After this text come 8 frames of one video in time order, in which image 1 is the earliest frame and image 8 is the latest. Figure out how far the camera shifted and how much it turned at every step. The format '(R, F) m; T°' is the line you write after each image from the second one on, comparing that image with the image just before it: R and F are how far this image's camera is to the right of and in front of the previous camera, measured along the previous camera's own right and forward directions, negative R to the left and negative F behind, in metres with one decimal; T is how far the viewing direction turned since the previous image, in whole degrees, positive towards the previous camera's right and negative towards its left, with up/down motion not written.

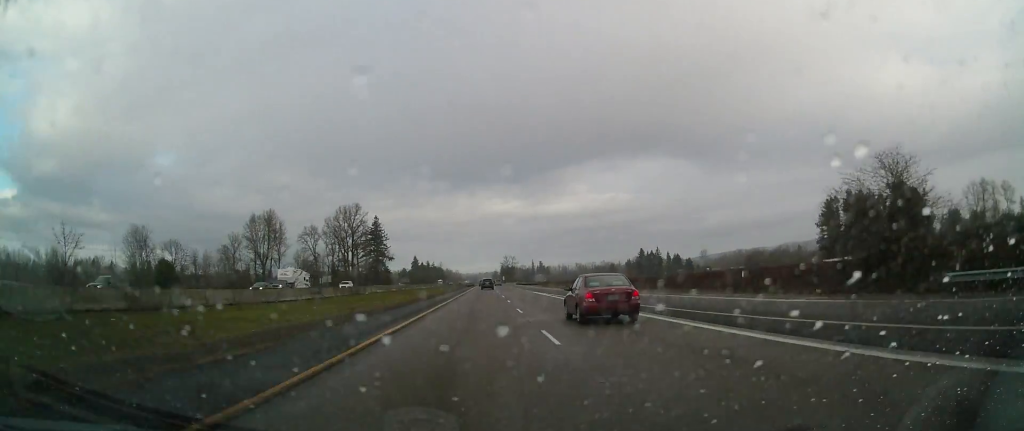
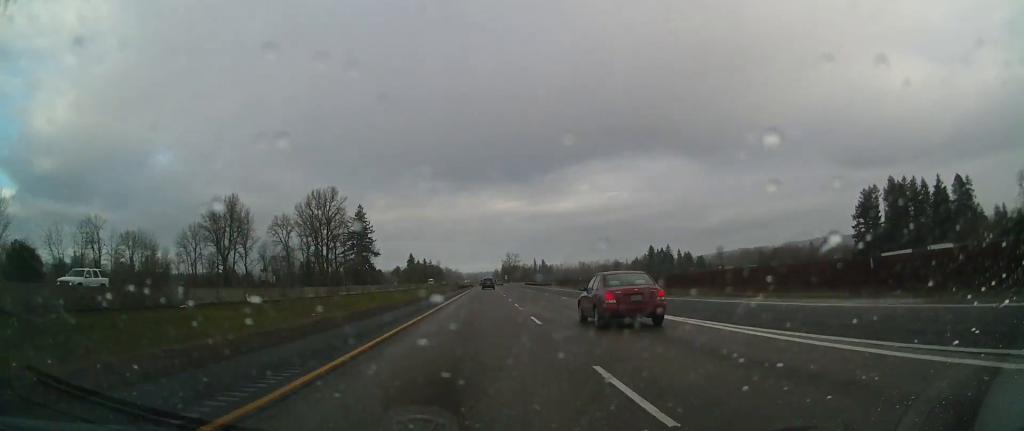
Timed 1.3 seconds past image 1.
(+0.3, +44.8) m; 0°
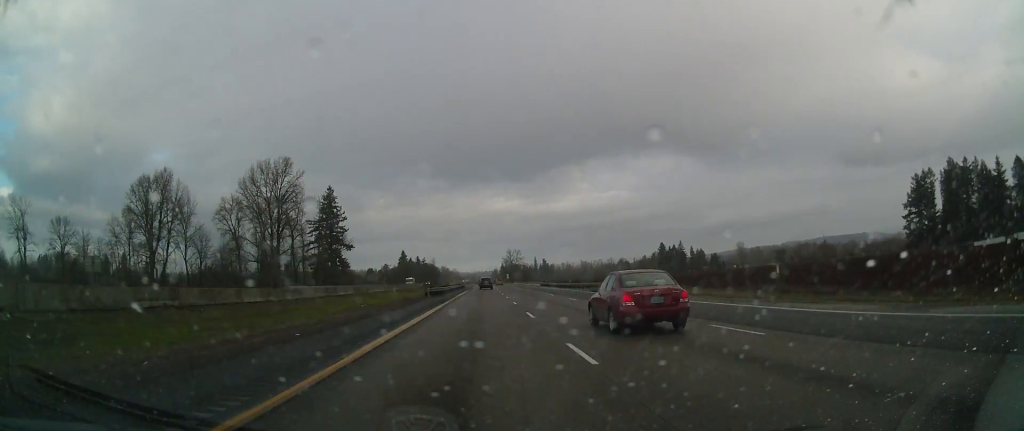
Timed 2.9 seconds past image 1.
(-0.9, +55.4) m; -1°
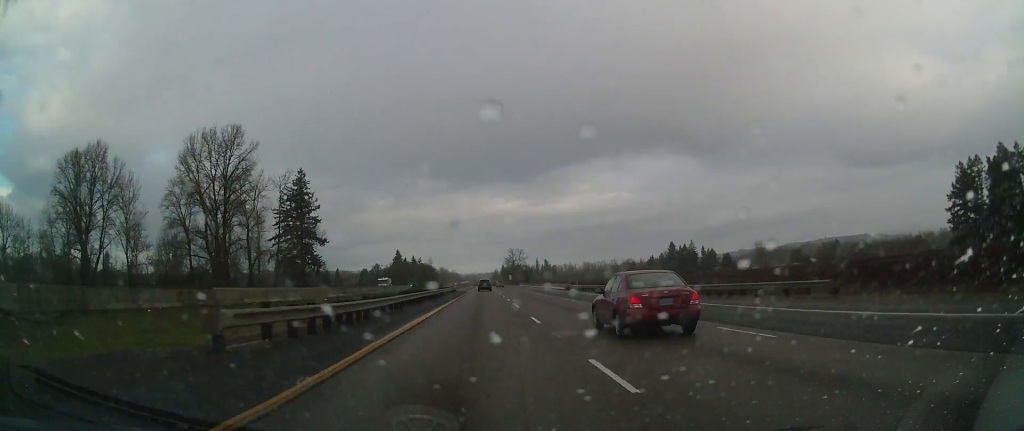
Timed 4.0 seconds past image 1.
(+0.4, +38.9) m; +1°
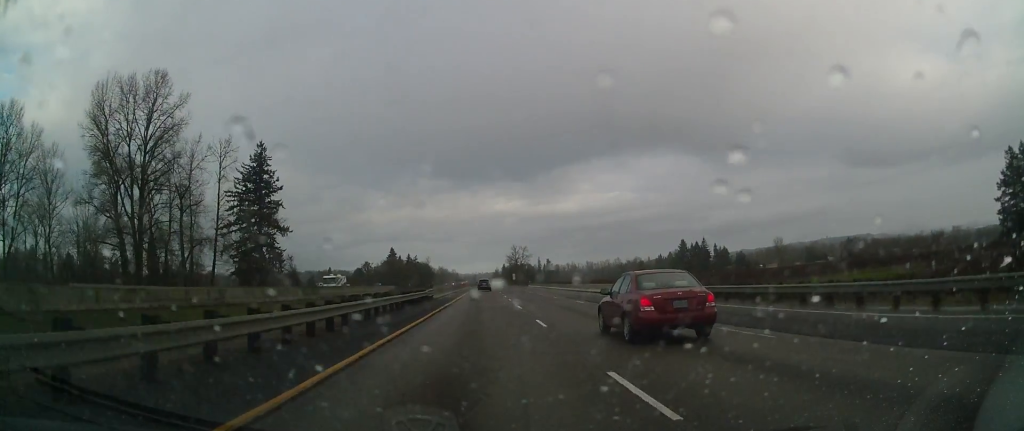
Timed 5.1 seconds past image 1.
(0.0, +37.5) m; 0°
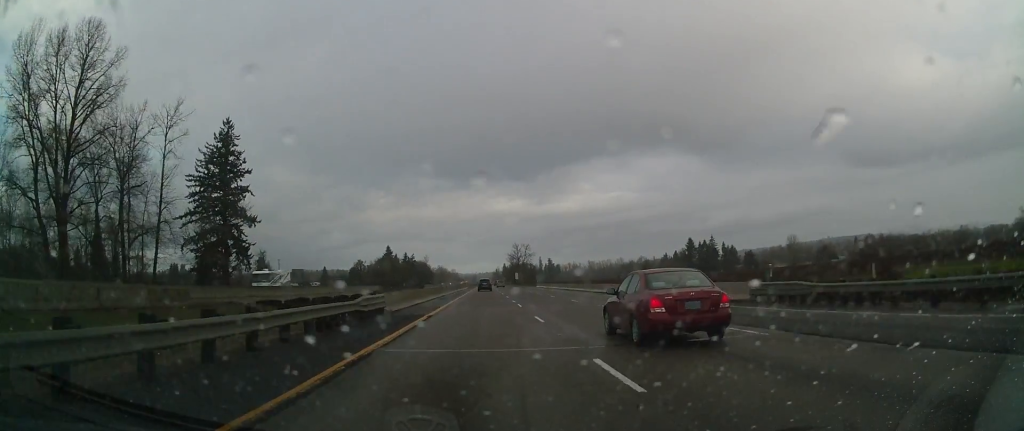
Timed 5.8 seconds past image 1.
(-0.1, +22.7) m; 0°
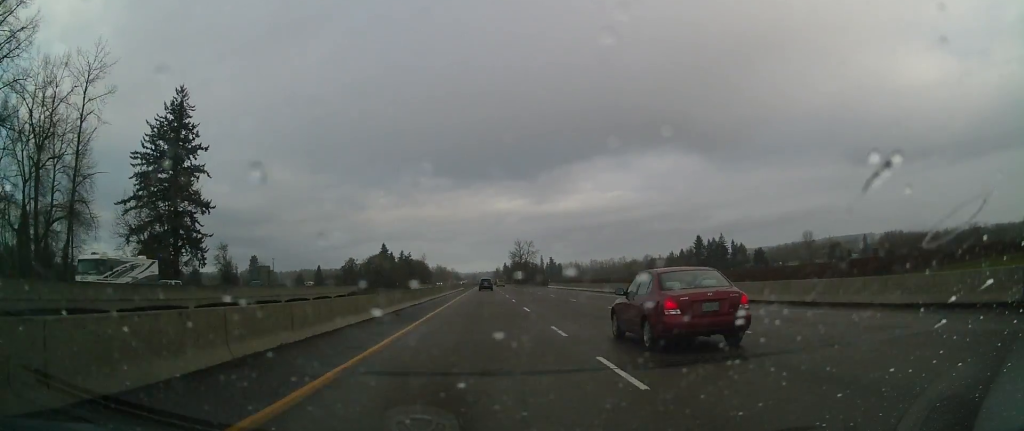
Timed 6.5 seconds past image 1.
(0.0, +23.8) m; 0°
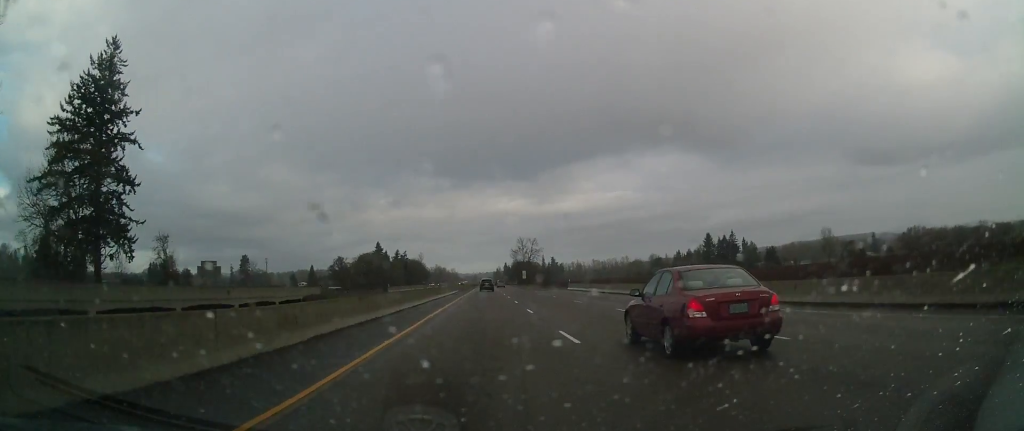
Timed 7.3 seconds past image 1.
(0.0, +26.3) m; 0°
